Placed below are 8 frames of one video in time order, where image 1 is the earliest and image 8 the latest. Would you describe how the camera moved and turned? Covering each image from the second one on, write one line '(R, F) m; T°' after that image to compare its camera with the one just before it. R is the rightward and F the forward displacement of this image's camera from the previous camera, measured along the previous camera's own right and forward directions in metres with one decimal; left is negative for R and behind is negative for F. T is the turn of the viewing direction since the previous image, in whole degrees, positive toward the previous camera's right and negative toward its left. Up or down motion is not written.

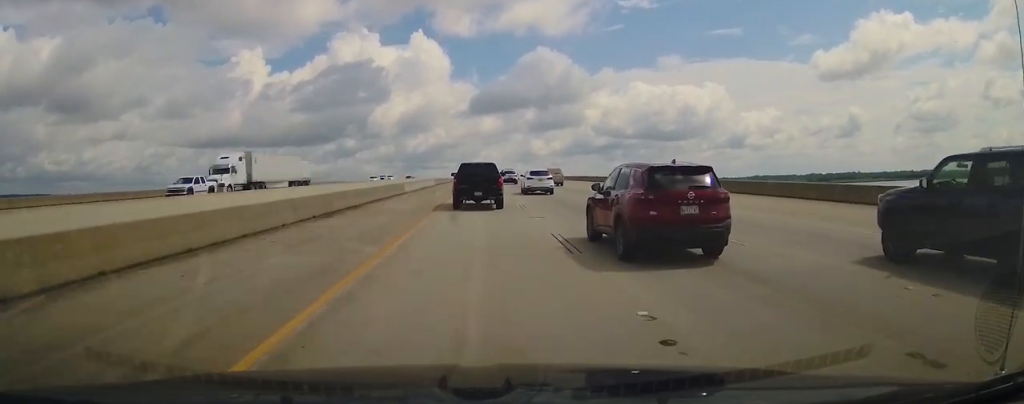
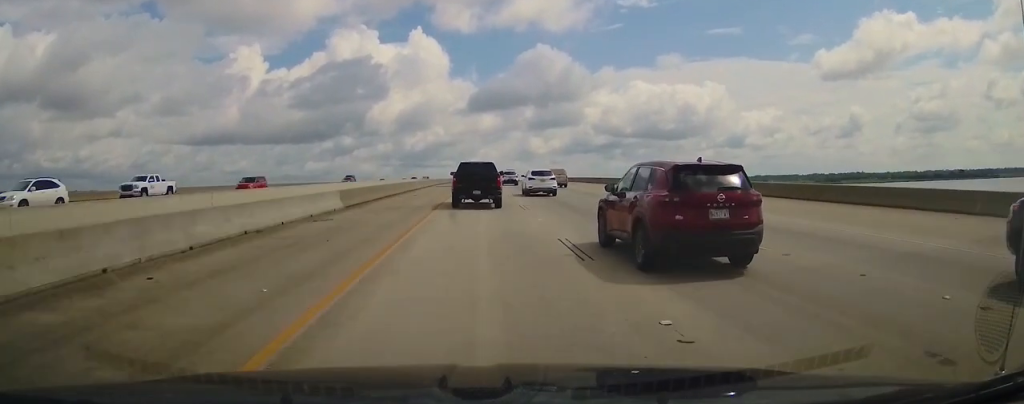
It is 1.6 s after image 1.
(+0.2, +50.5) m; 0°
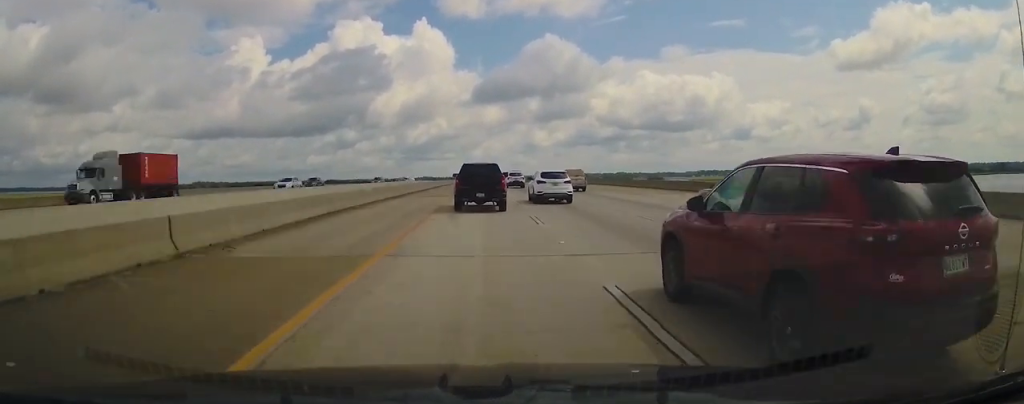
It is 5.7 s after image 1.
(-0.4, +129.4) m; 0°
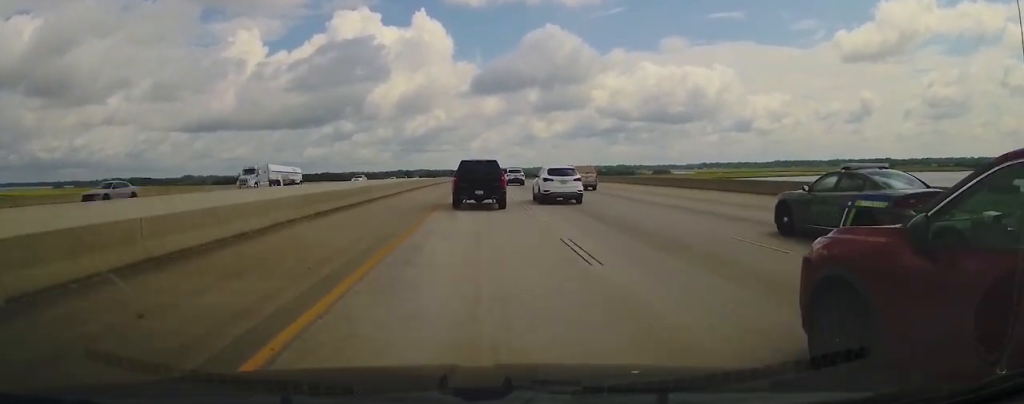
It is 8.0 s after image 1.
(+0.5, +70.7) m; 0°
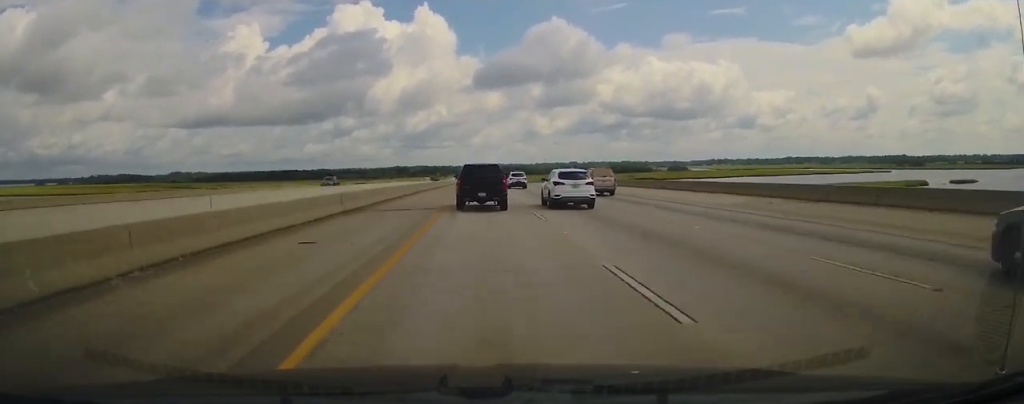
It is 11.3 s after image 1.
(-0.1, +104.4) m; 0°
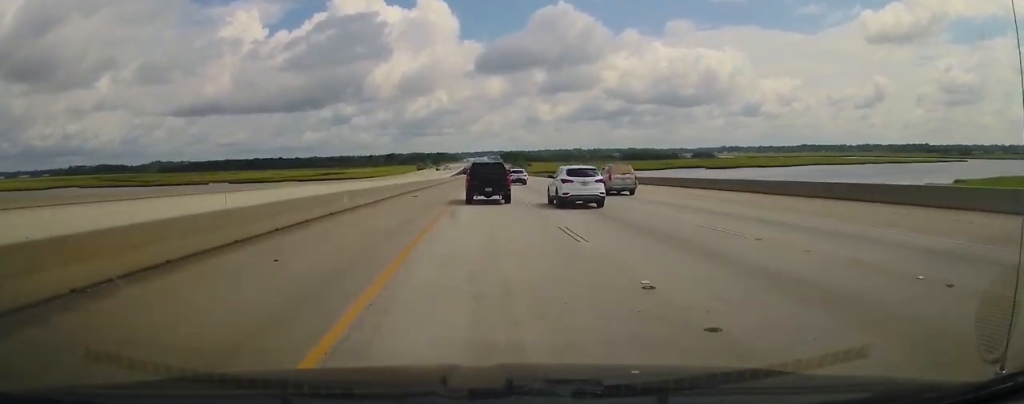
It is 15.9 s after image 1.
(-0.7, +144.1) m; 0°
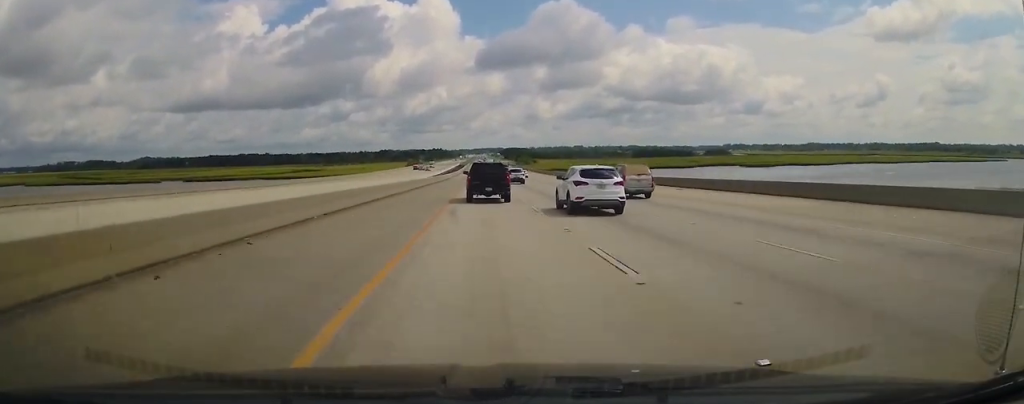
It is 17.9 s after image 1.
(-0.1, +64.3) m; 0°
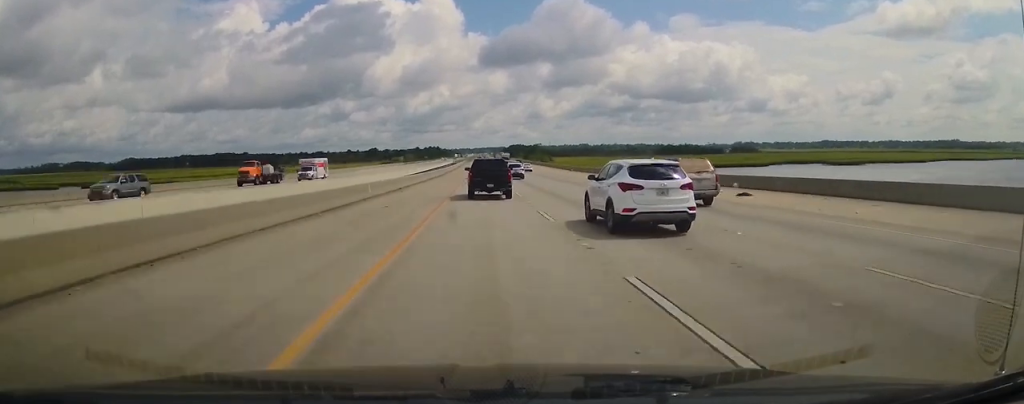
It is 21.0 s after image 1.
(+0.5, +100.2) m; 0°
